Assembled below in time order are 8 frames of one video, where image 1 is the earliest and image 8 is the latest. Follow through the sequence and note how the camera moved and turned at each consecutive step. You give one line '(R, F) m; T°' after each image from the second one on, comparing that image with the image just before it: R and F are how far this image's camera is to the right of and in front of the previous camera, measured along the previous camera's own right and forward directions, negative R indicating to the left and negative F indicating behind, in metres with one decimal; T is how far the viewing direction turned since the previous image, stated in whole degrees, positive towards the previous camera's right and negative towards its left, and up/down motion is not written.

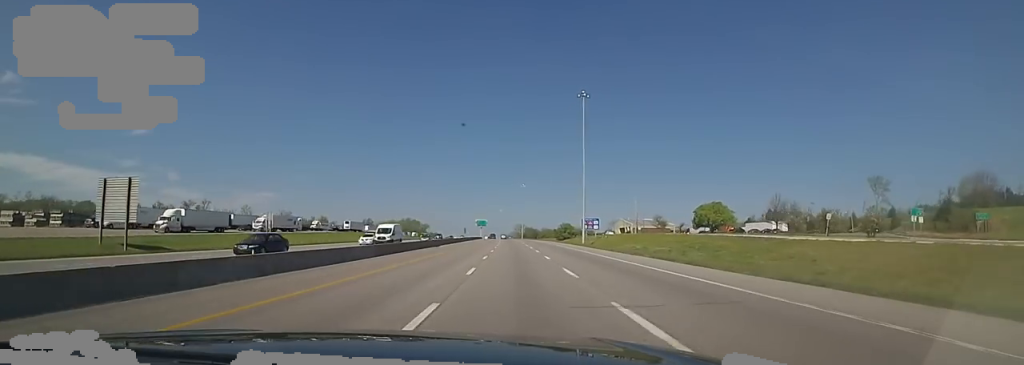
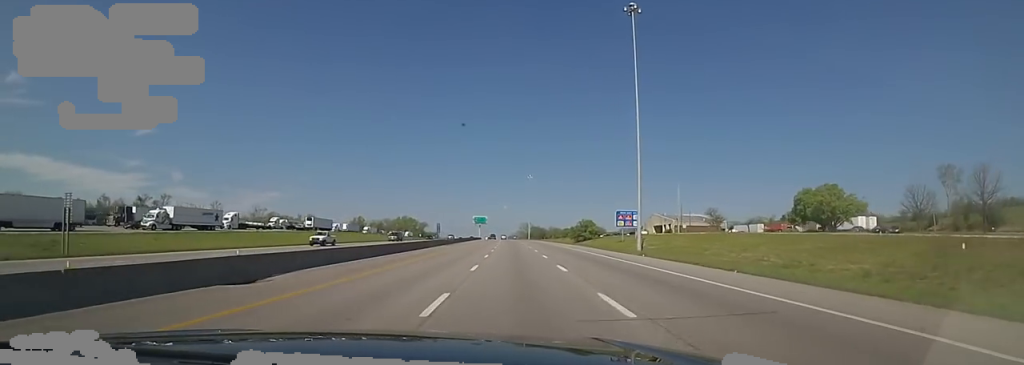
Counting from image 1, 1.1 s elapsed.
(0.0, +38.2) m; +3°
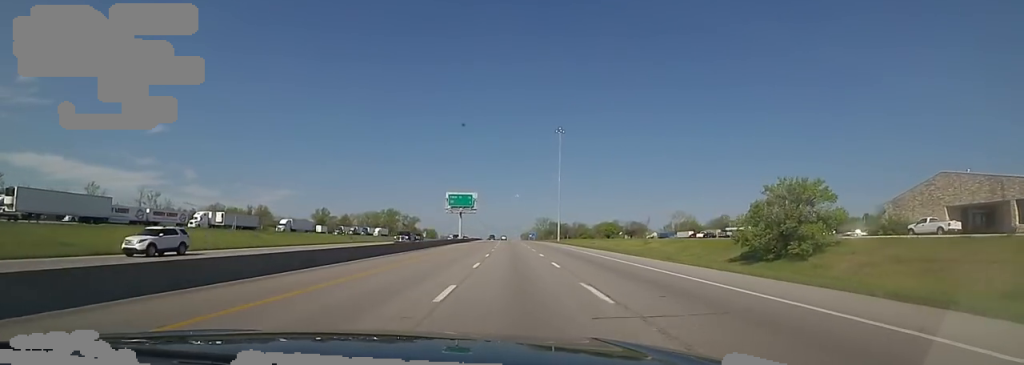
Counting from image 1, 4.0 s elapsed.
(-4.2, +96.8) m; -3°
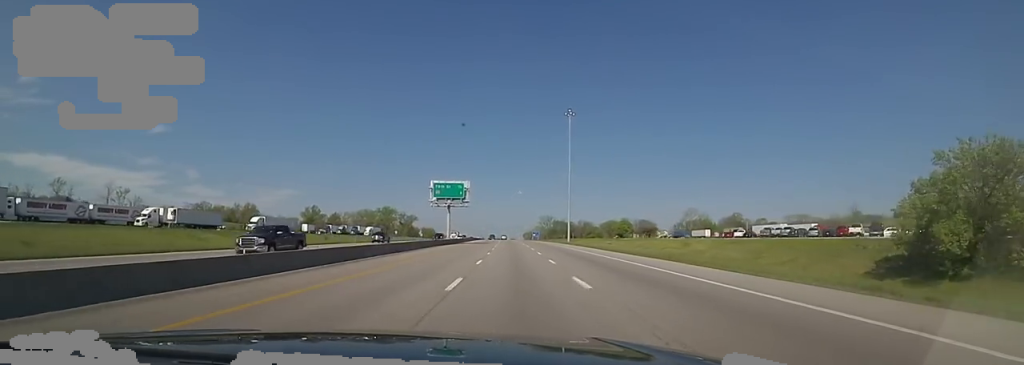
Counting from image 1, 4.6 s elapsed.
(+0.1, +17.6) m; 0°
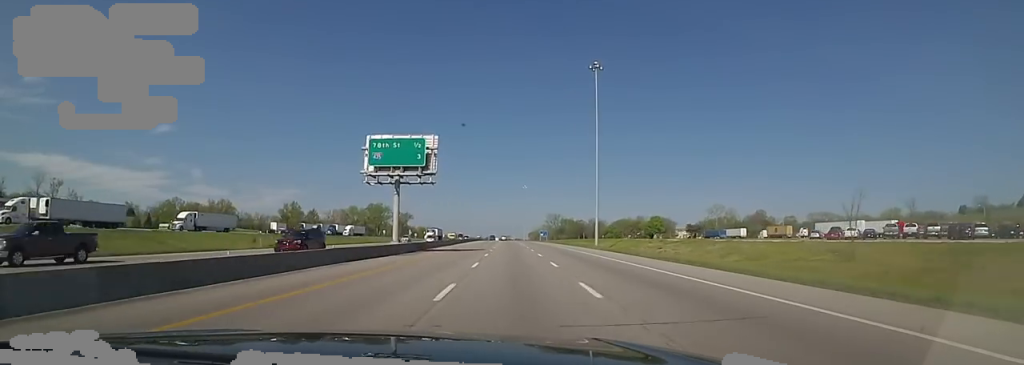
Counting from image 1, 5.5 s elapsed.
(0.0, +30.9) m; -1°
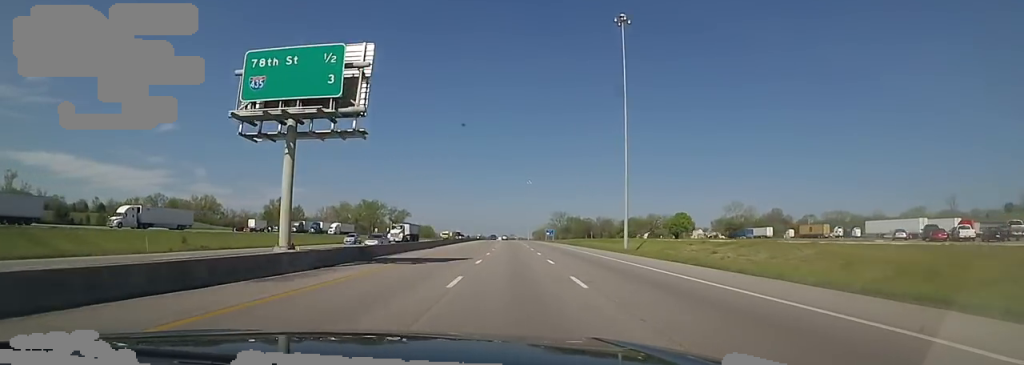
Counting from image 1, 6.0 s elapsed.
(+0.3, +17.7) m; -1°
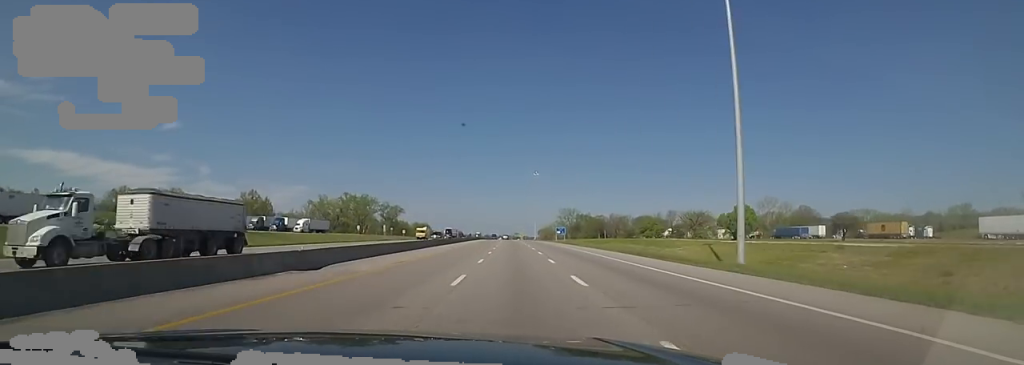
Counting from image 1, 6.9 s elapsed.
(-1.1, +30.1) m; -2°
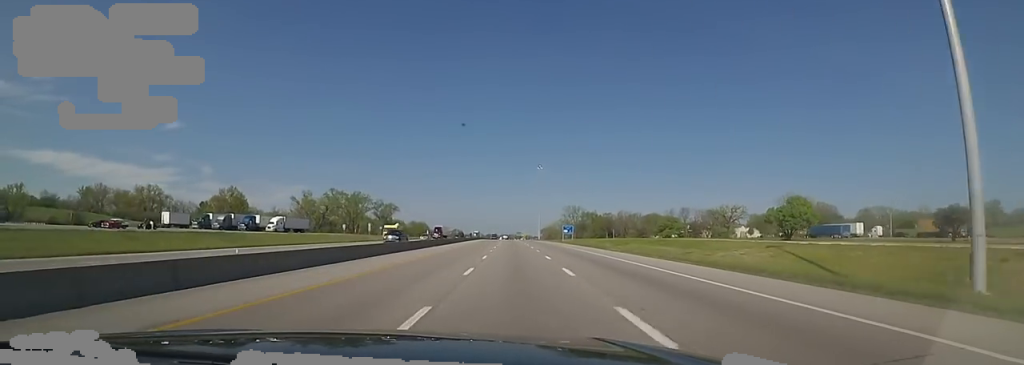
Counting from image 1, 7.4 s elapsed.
(-0.2, +16.7) m; 0°
